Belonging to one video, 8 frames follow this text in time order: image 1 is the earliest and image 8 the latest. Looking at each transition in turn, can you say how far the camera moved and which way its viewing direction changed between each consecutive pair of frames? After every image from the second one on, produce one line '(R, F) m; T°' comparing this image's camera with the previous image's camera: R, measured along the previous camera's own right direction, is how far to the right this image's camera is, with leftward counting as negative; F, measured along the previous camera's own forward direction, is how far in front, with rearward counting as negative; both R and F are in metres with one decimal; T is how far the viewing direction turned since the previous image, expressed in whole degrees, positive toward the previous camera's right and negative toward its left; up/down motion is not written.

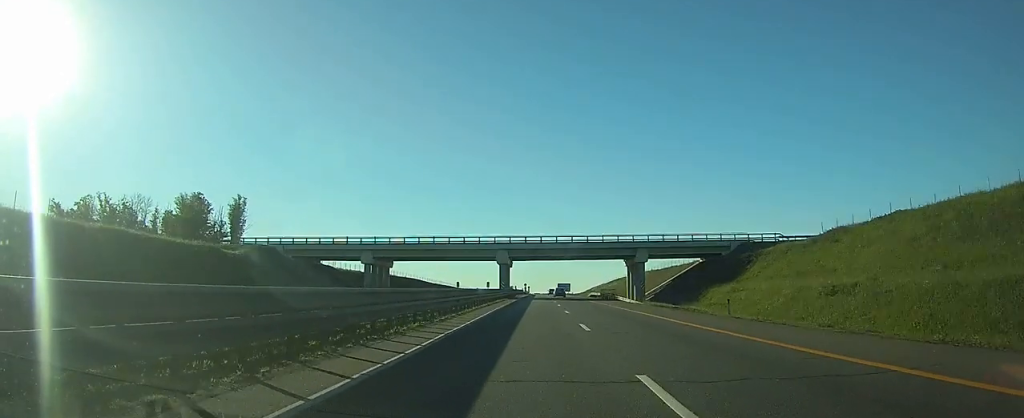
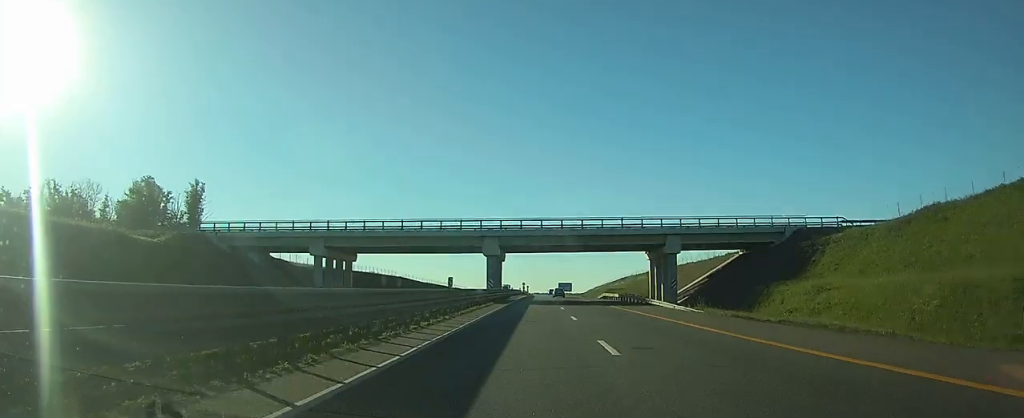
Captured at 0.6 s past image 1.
(0.0, +18.1) m; 0°
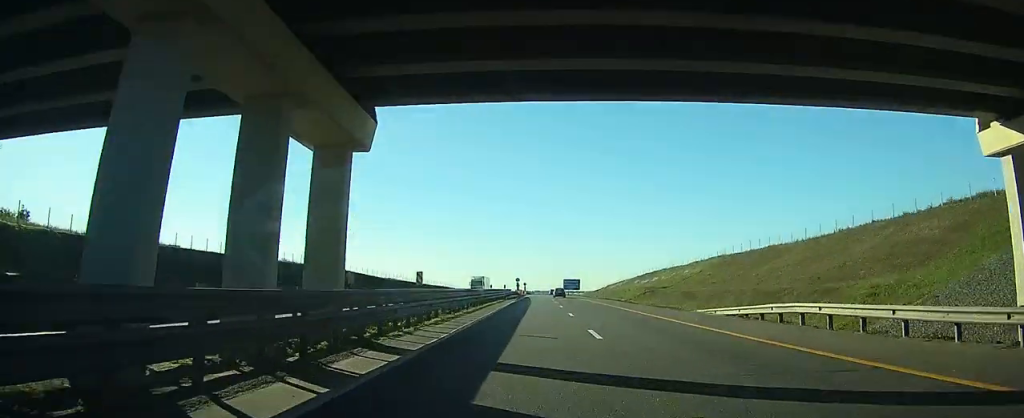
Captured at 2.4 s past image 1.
(-0.2, +55.7) m; 0°
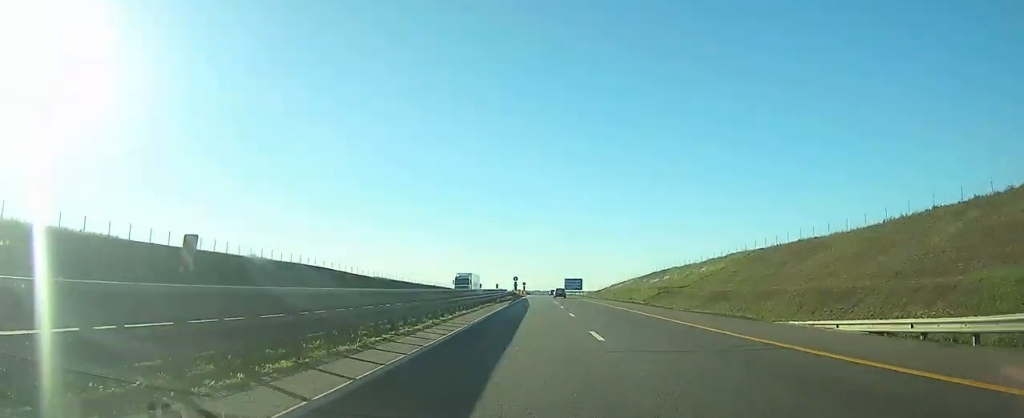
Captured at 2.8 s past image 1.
(0.0, +12.2) m; 0°
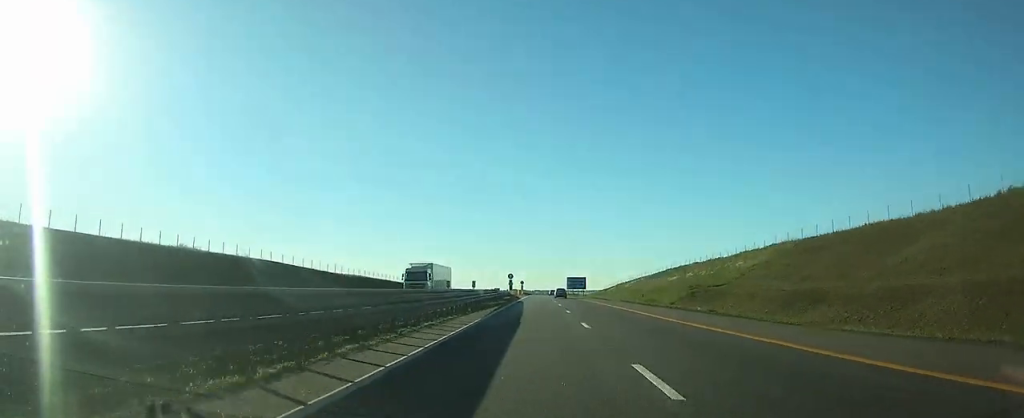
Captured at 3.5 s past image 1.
(0.0, +19.4) m; 0°
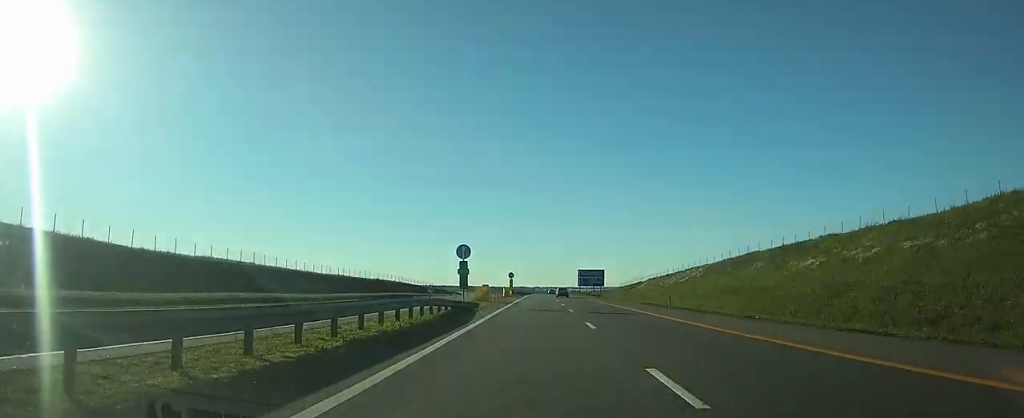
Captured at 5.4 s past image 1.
(-0.3, +59.5) m; 0°
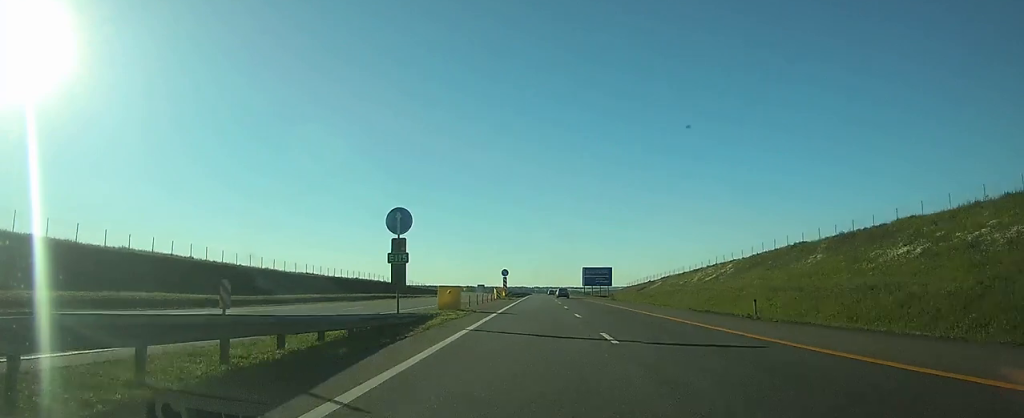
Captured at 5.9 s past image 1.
(0.0, +16.6) m; 0°
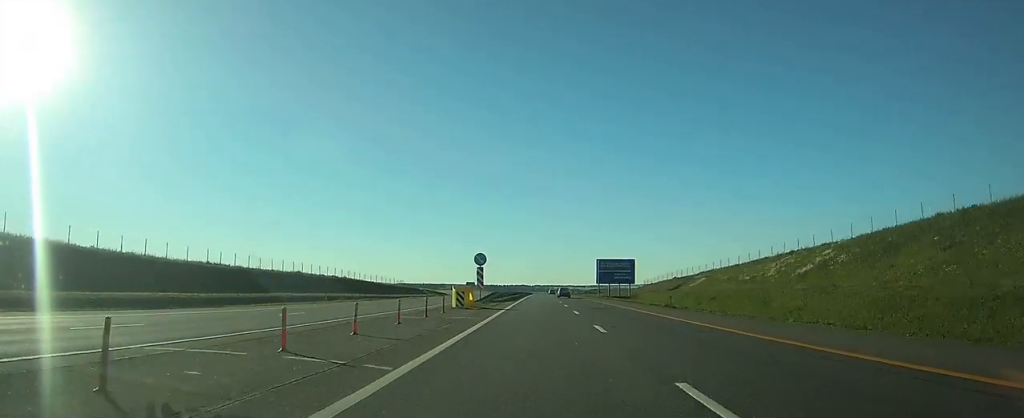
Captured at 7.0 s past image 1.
(0.0, +32.2) m; 0°
